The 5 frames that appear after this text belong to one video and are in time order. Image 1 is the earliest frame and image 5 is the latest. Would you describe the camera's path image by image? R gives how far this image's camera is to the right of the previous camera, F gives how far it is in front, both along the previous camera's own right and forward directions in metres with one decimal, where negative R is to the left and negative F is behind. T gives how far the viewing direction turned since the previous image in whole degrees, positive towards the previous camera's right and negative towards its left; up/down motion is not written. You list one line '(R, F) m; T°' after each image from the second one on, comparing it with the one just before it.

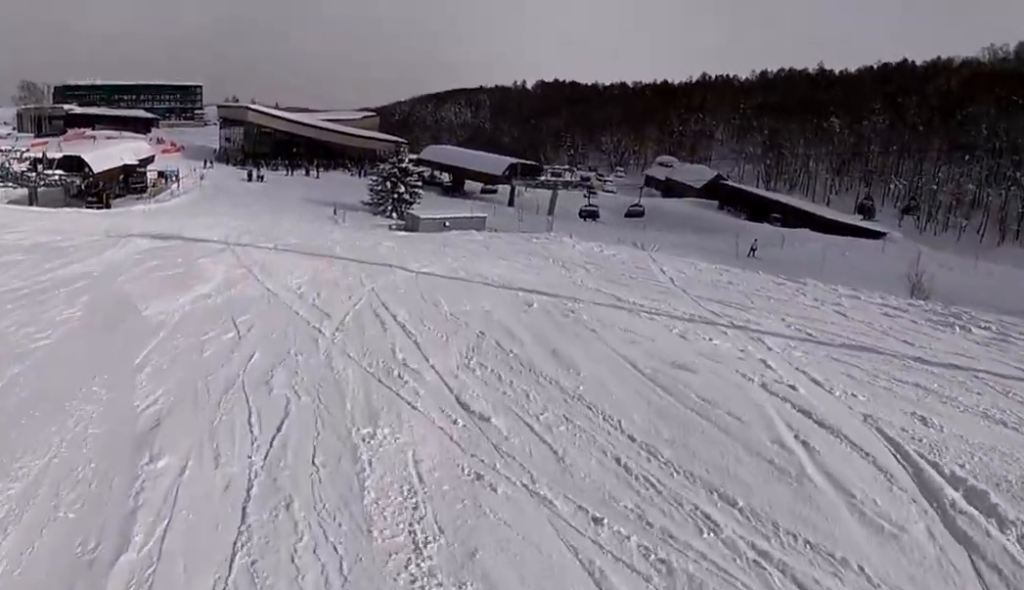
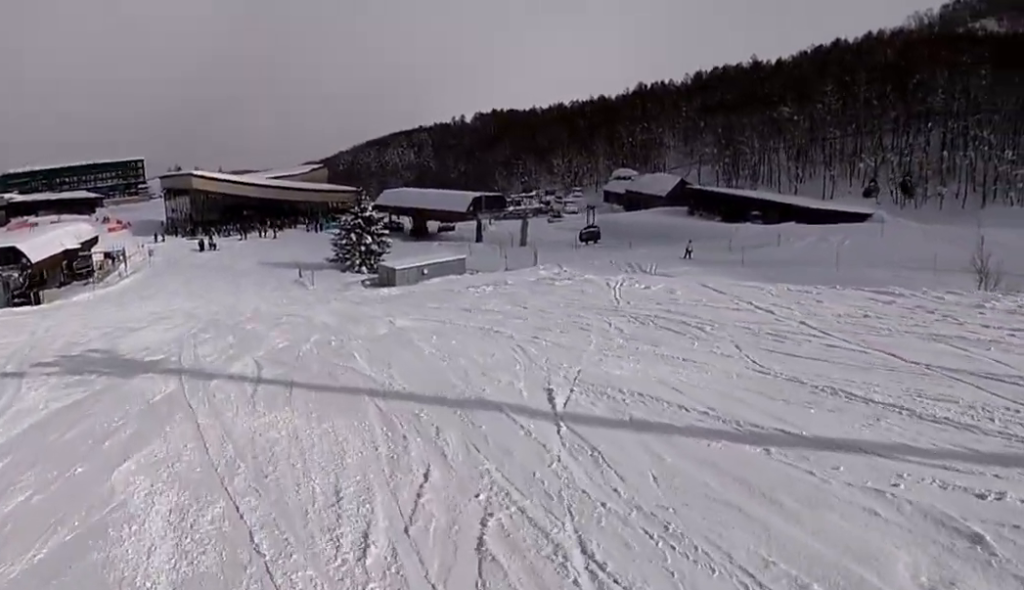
(0.0, +6.6) m; -1°
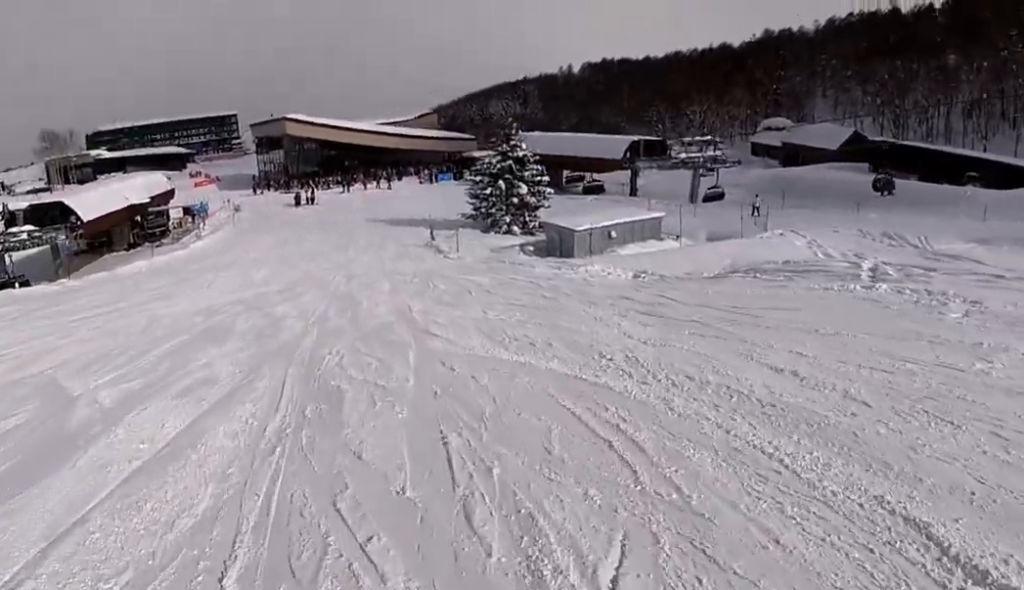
(-1.8, +16.5) m; -11°
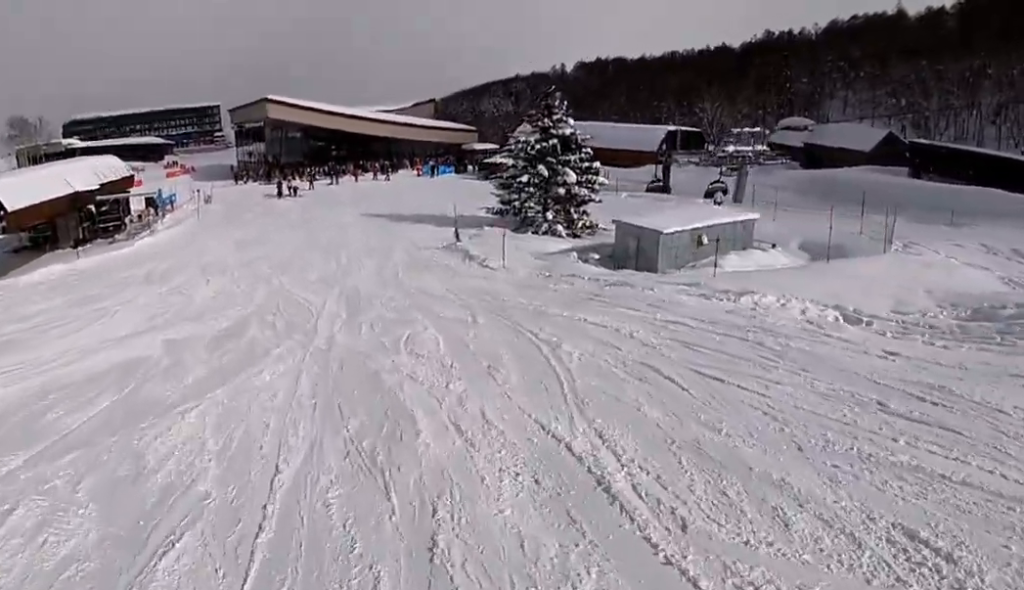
(0.0, +10.4) m; +3°
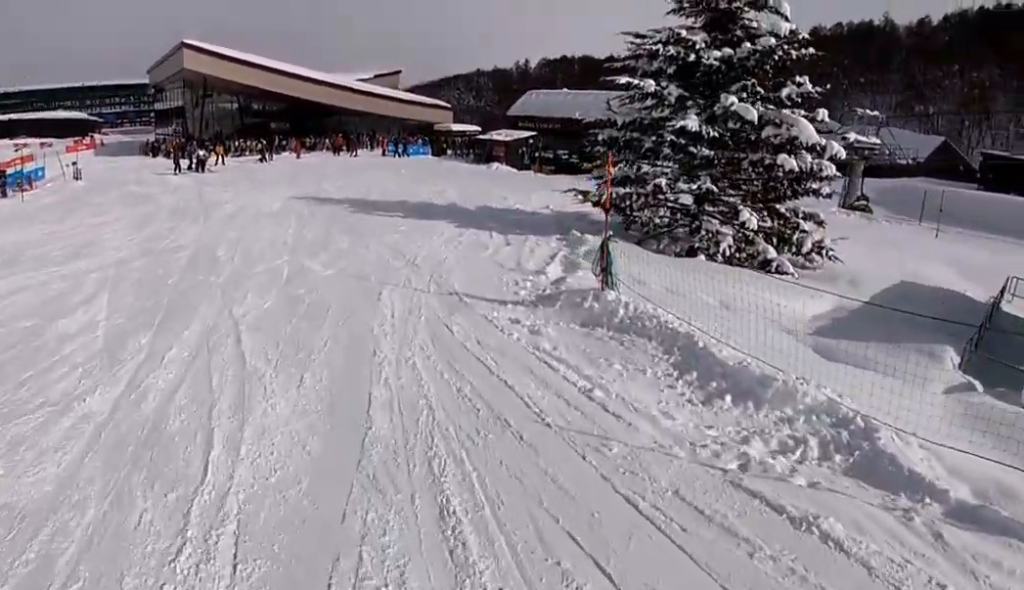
(+3.6, +19.8) m; +8°
